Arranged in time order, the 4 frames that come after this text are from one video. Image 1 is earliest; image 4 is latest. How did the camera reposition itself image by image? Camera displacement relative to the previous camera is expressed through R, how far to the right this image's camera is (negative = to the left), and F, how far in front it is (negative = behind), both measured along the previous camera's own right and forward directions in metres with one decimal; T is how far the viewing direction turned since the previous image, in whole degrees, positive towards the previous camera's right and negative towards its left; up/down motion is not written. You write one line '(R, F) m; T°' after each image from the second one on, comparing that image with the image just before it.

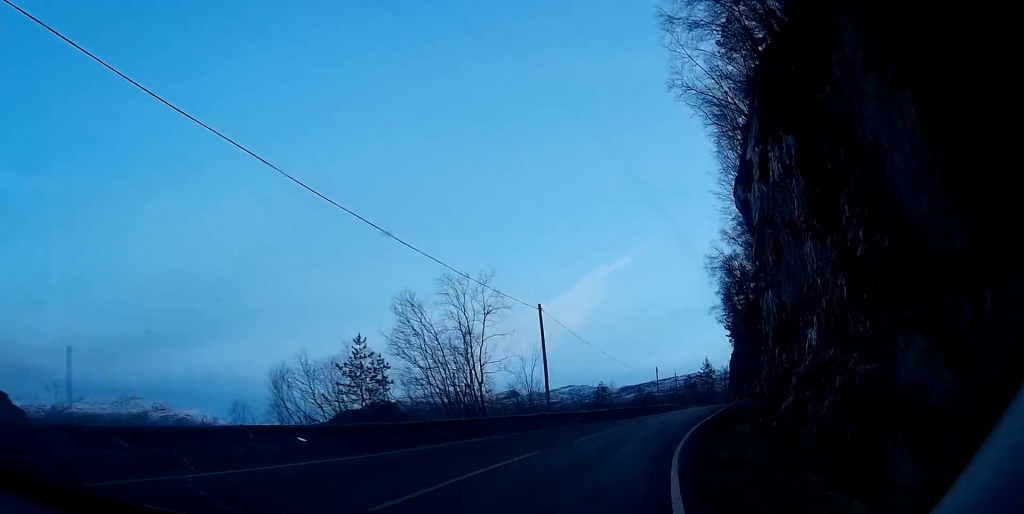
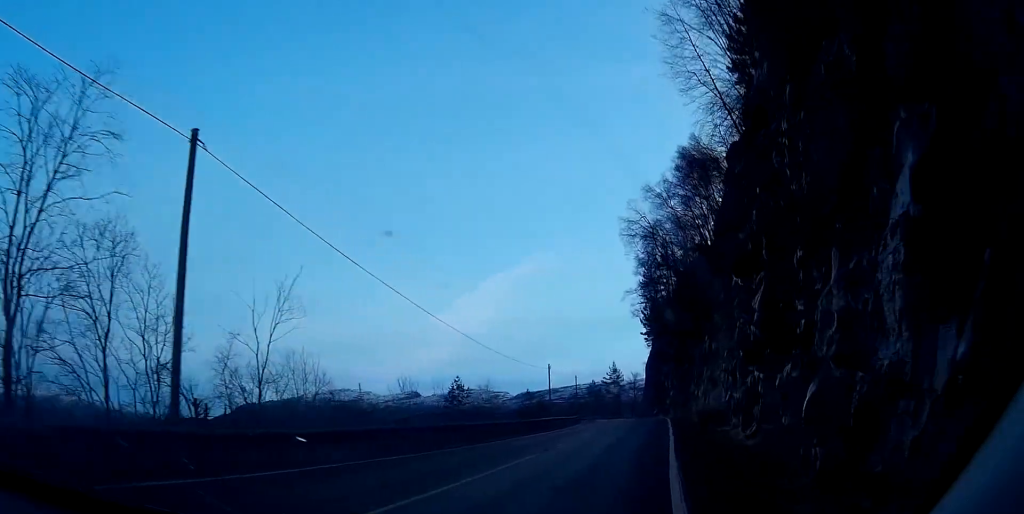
(+1.8, +27.7) m; +9°
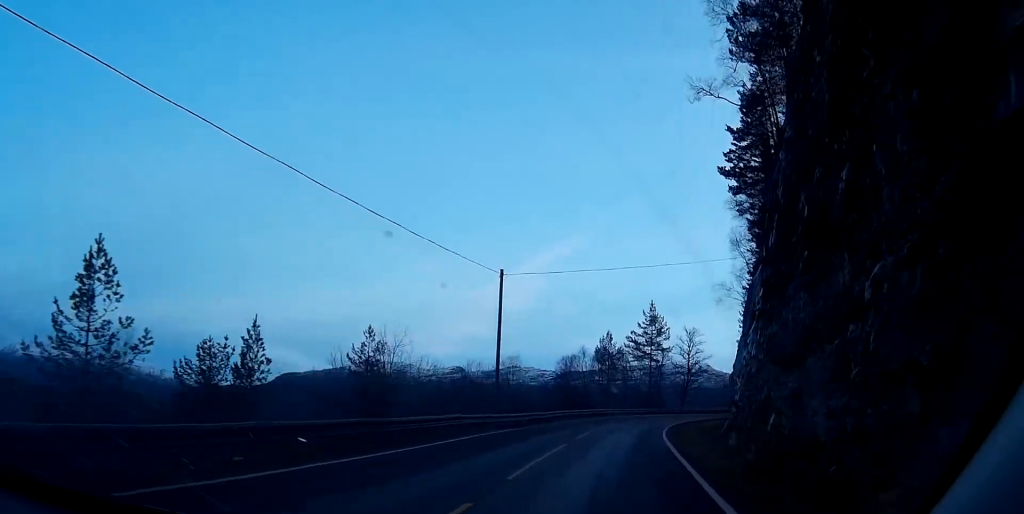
(+7.5, +82.0) m; +6°
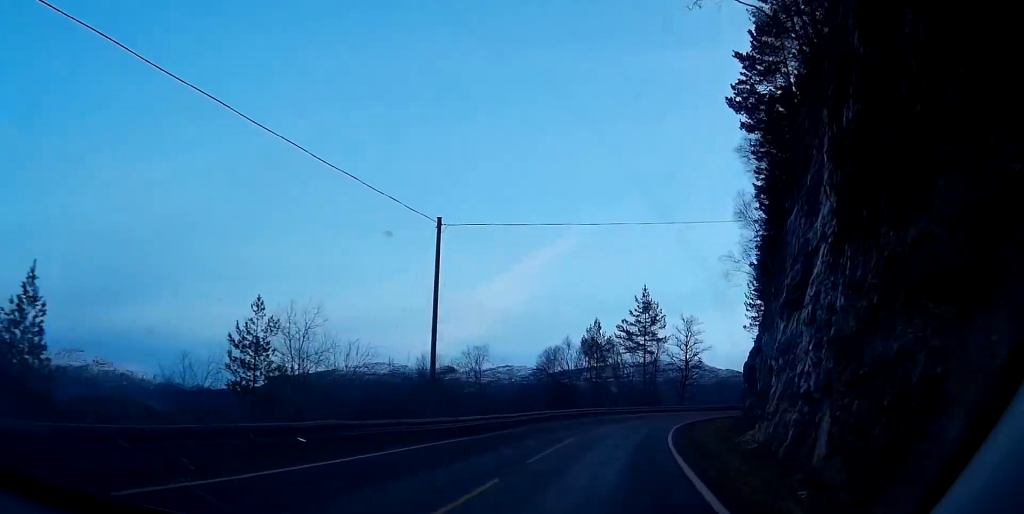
(0.0, +9.6) m; 0°
